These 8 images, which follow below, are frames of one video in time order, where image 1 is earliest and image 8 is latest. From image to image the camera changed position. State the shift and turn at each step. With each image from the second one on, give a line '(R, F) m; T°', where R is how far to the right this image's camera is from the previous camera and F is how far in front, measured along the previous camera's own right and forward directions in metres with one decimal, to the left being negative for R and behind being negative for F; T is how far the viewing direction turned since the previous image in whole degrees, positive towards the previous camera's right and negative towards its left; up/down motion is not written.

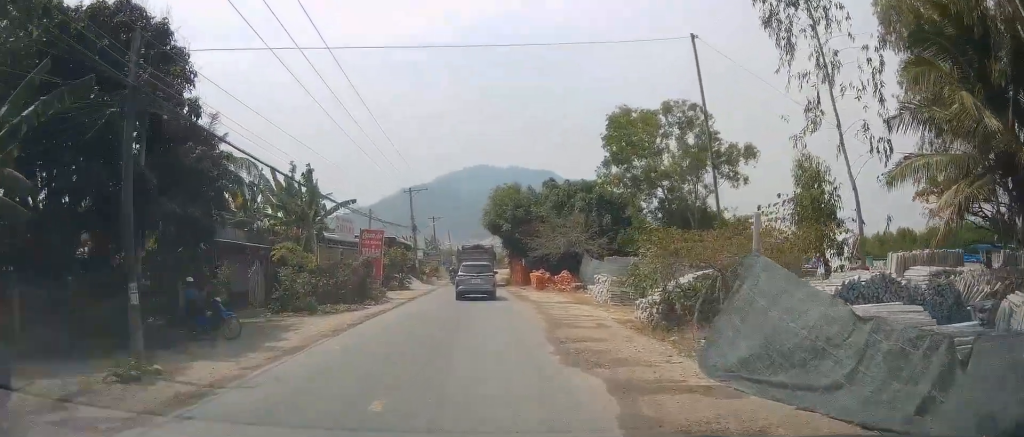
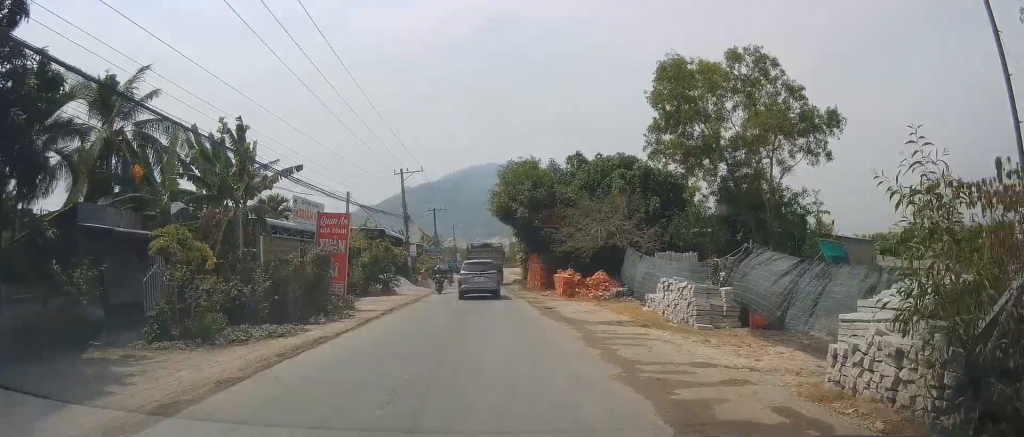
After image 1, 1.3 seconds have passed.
(-0.1, +9.8) m; 0°
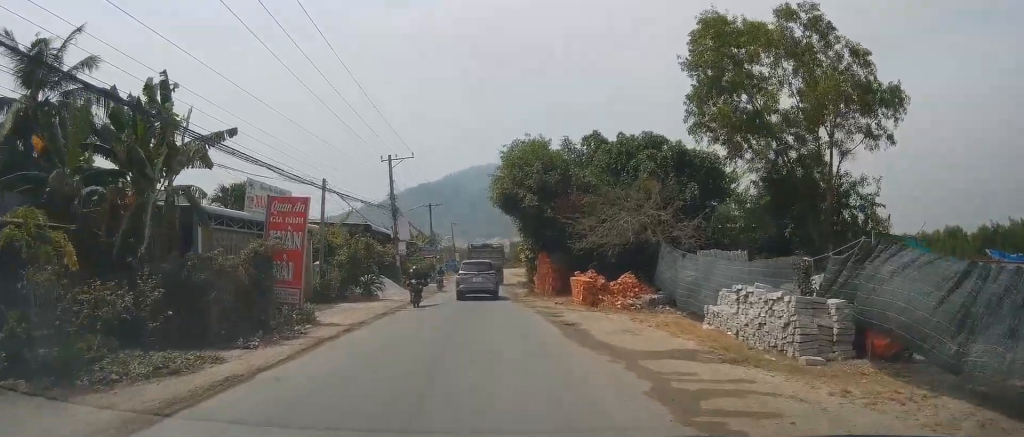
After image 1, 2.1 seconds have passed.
(0.0, +5.9) m; +1°
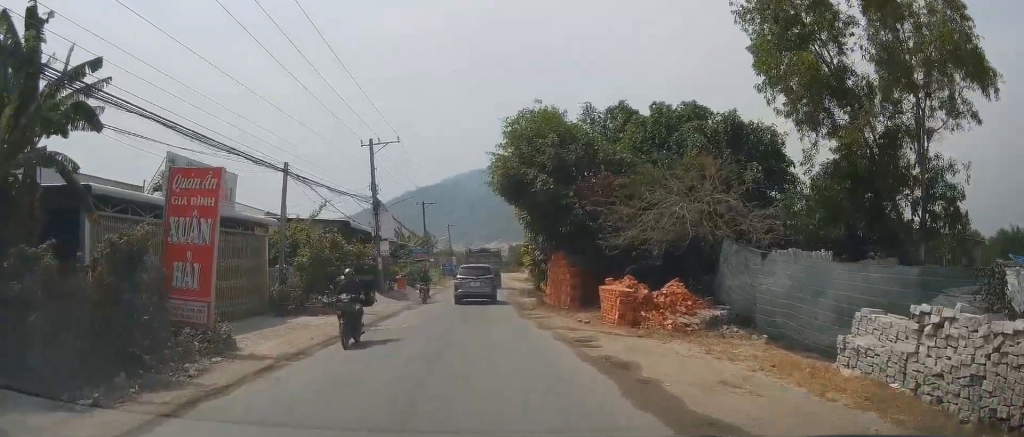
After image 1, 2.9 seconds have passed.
(+0.2, +6.3) m; 0°
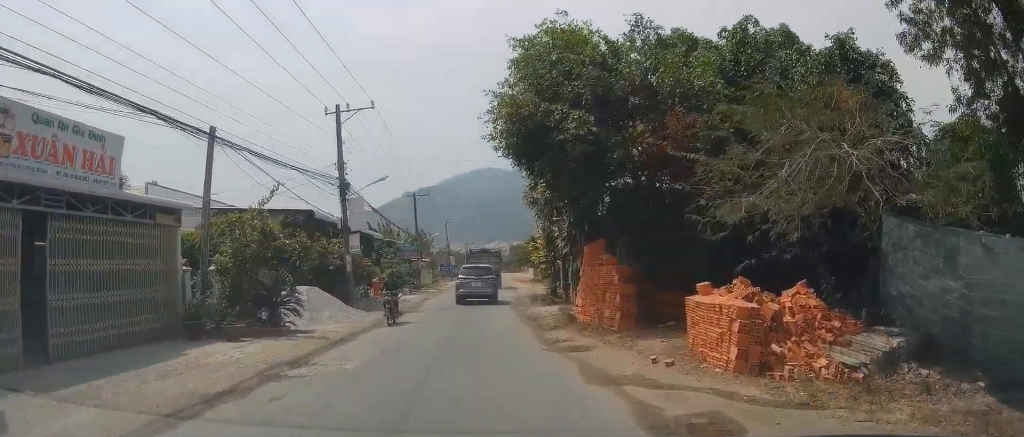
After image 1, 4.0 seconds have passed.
(-0.2, +7.9) m; -1°
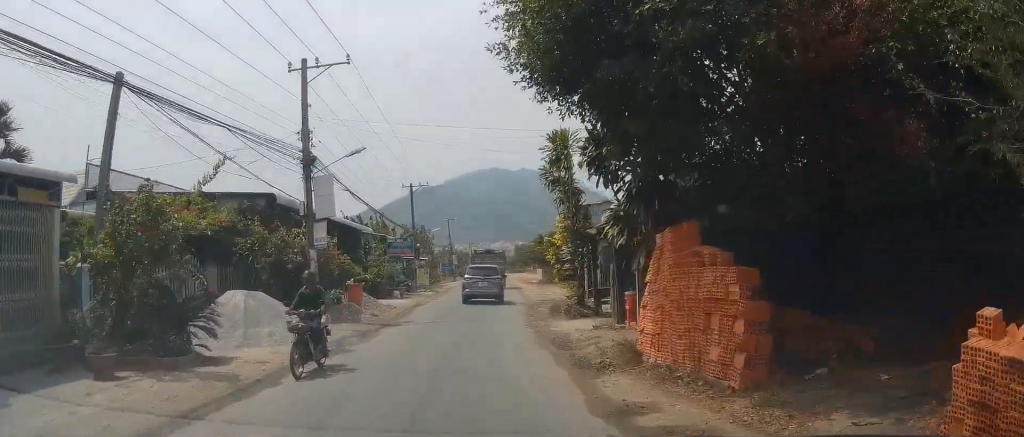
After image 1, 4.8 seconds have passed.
(0.0, +6.3) m; +1°
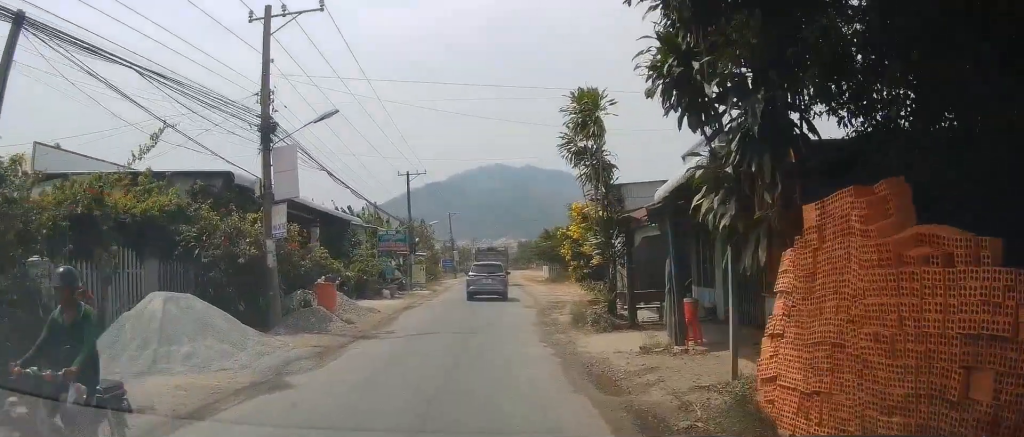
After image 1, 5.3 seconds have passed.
(0.0, +4.4) m; 0°
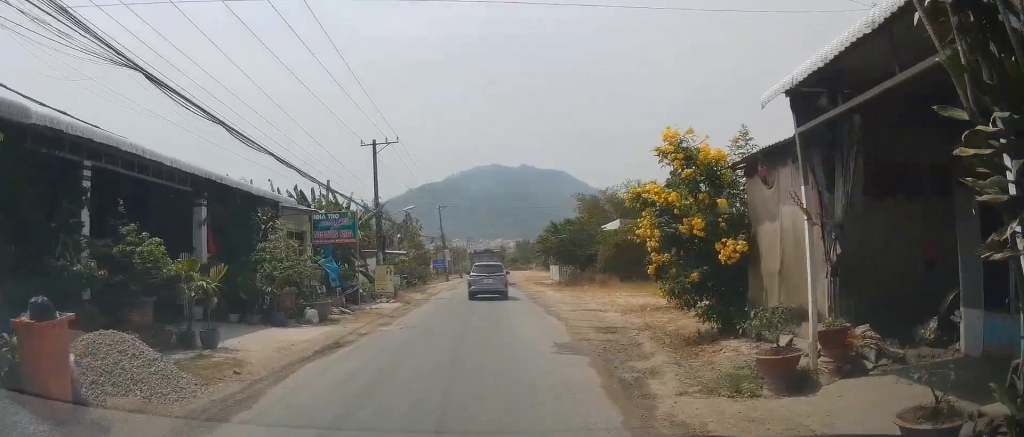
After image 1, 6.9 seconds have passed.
(-0.6, +12.0) m; 0°
